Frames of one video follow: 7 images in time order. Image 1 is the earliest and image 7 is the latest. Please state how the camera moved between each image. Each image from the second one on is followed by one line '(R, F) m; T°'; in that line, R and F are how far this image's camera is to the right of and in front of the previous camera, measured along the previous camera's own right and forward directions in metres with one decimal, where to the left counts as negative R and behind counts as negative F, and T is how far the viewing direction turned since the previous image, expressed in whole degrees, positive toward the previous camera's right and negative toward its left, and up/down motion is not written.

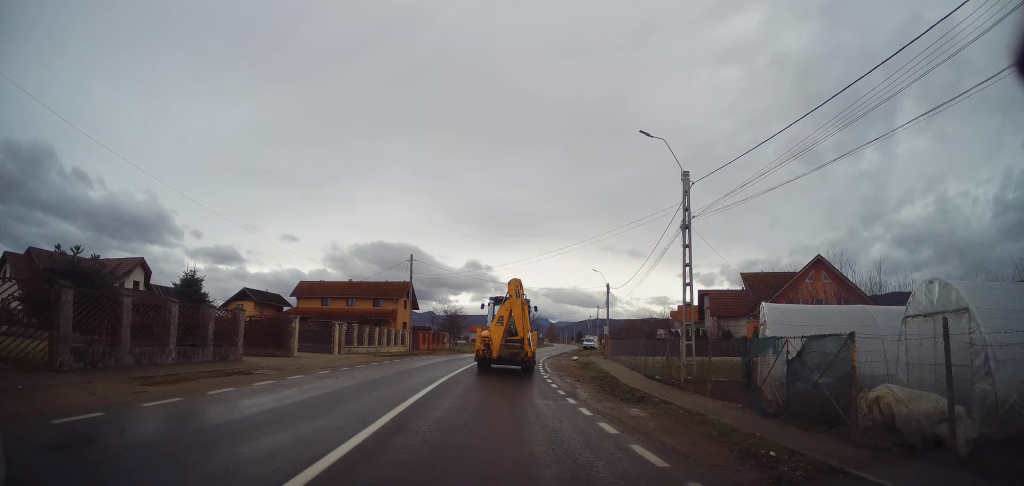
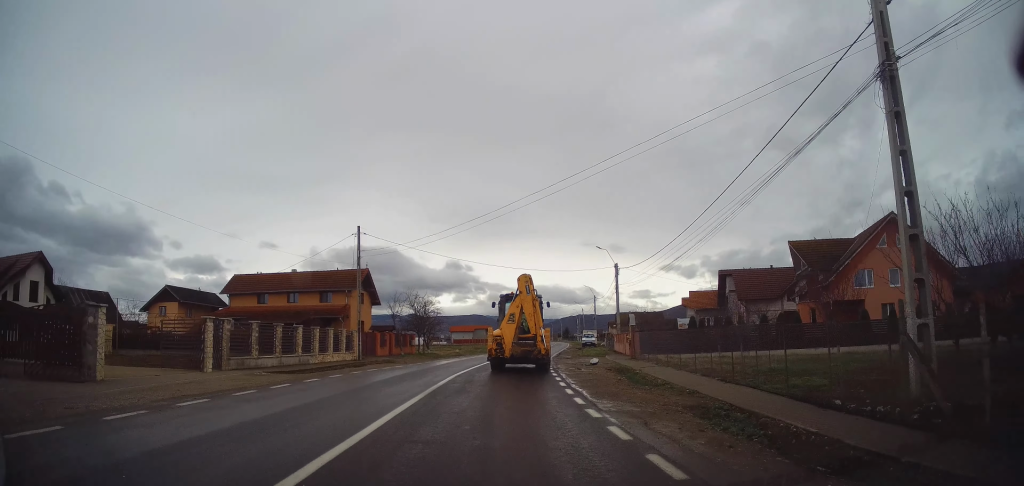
(+0.5, +12.5) m; 0°
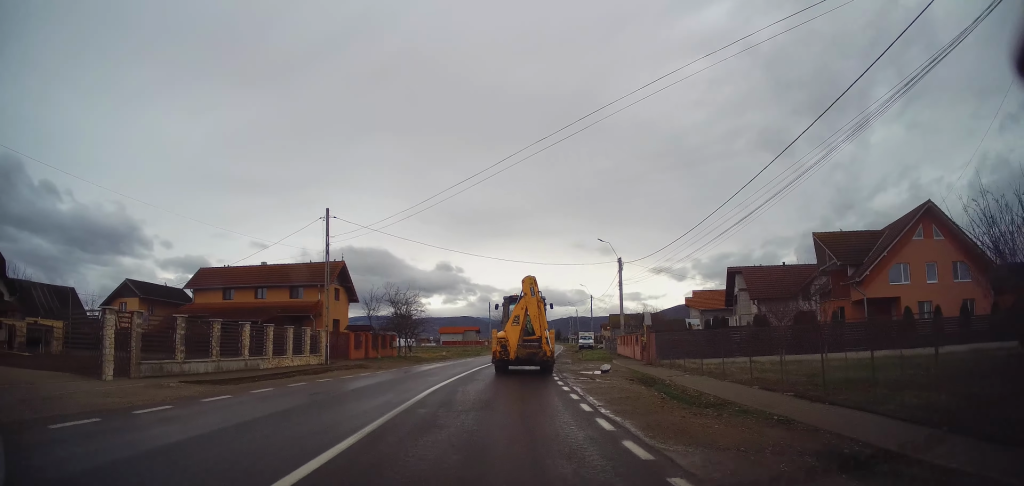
(0.0, +4.8) m; +1°
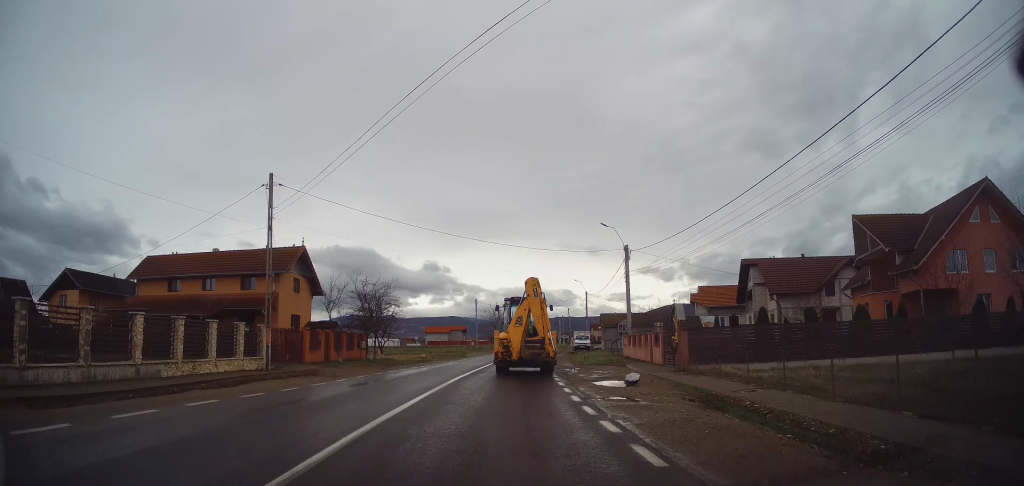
(+0.2, +6.4) m; +3°
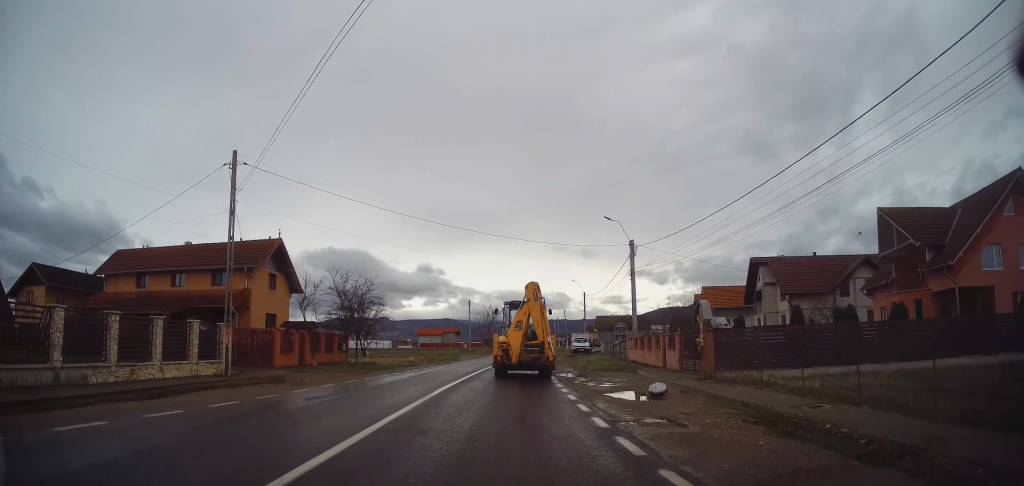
(+0.1, +3.2) m; +1°
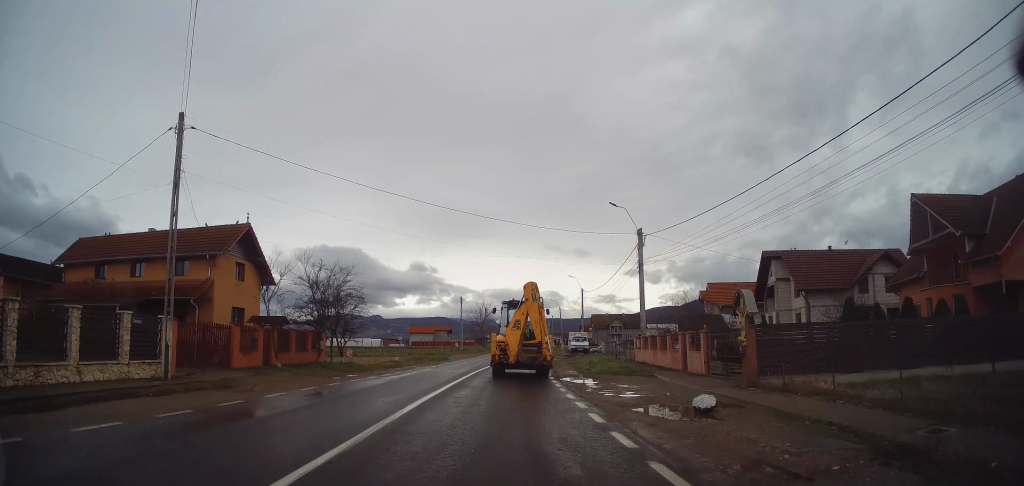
(0.0, +3.7) m; 0°
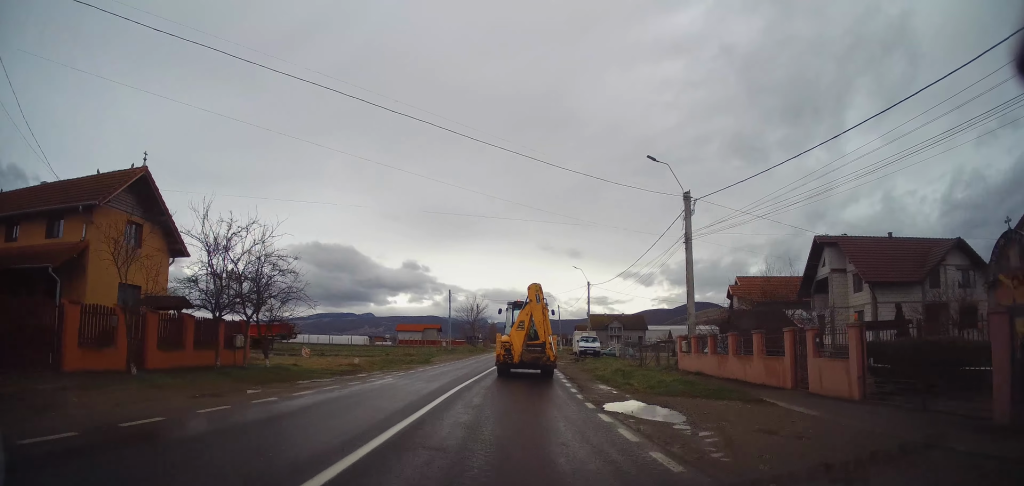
(0.0, +9.4) m; 0°
